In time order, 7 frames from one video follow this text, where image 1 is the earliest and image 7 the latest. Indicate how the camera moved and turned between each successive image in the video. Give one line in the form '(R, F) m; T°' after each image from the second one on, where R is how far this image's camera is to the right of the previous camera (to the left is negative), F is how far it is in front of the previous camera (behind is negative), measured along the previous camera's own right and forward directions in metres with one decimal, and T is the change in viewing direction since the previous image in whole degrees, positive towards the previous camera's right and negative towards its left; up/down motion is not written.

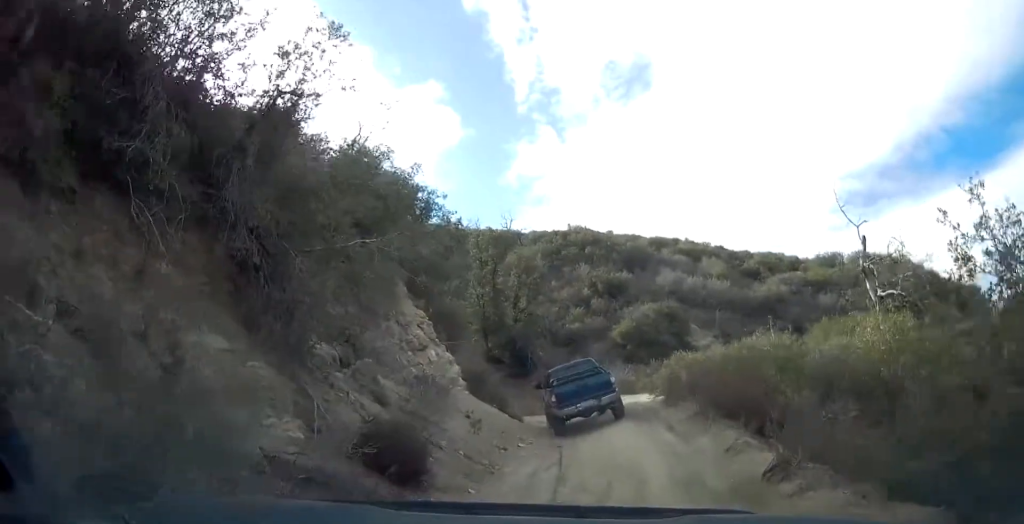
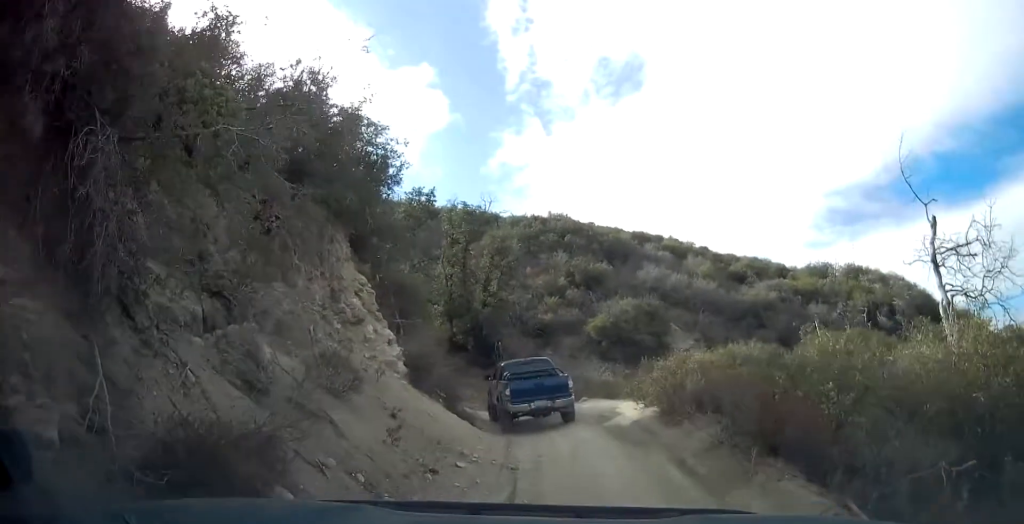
(+0.3, +3.7) m; +4°
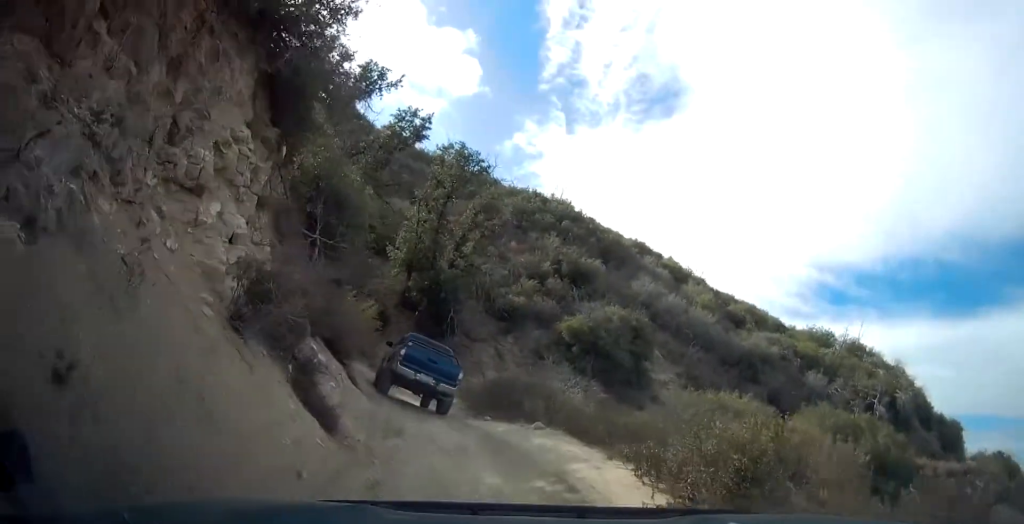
(+0.1, +7.0) m; 0°
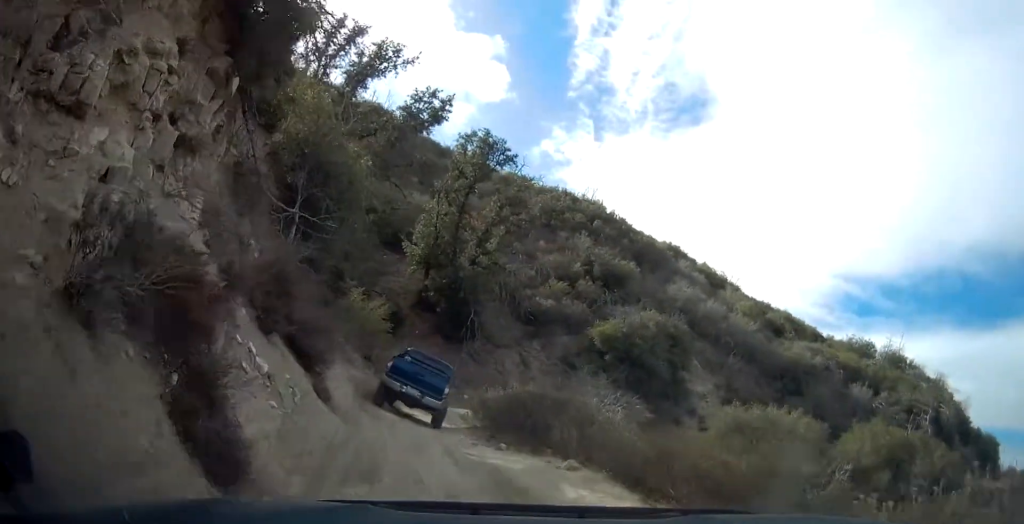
(0.0, +3.3) m; -2°
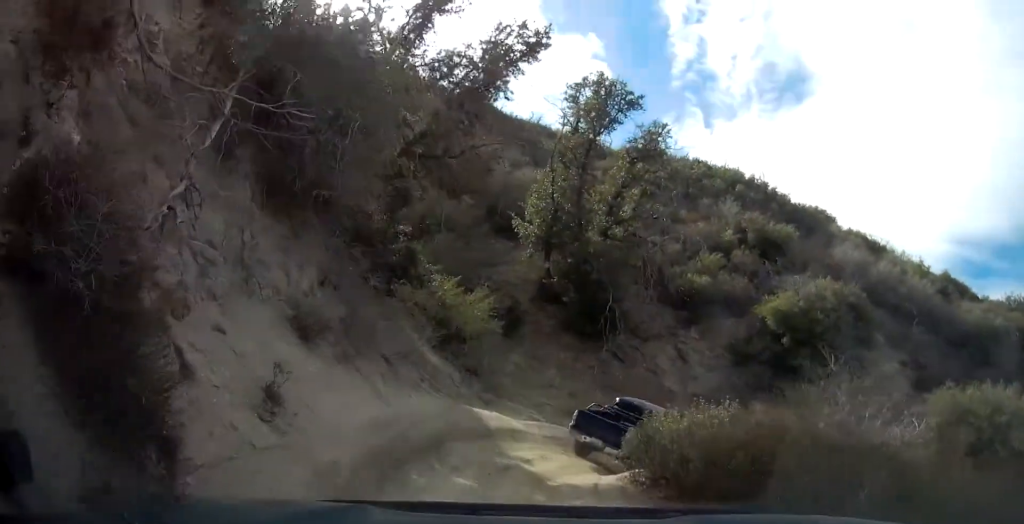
(-0.5, +7.0) m; -9°
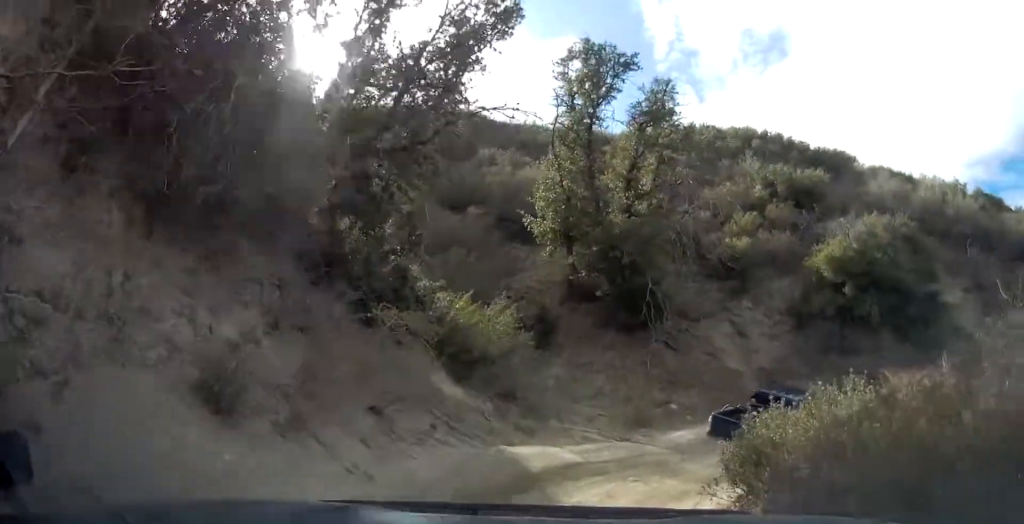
(-0.2, +3.2) m; -2°
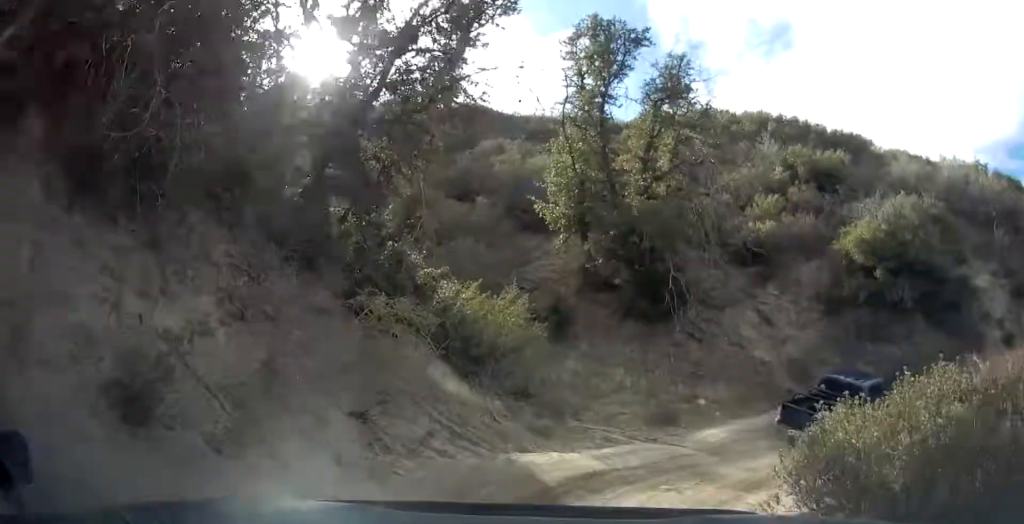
(0.0, +1.7) m; +2°
